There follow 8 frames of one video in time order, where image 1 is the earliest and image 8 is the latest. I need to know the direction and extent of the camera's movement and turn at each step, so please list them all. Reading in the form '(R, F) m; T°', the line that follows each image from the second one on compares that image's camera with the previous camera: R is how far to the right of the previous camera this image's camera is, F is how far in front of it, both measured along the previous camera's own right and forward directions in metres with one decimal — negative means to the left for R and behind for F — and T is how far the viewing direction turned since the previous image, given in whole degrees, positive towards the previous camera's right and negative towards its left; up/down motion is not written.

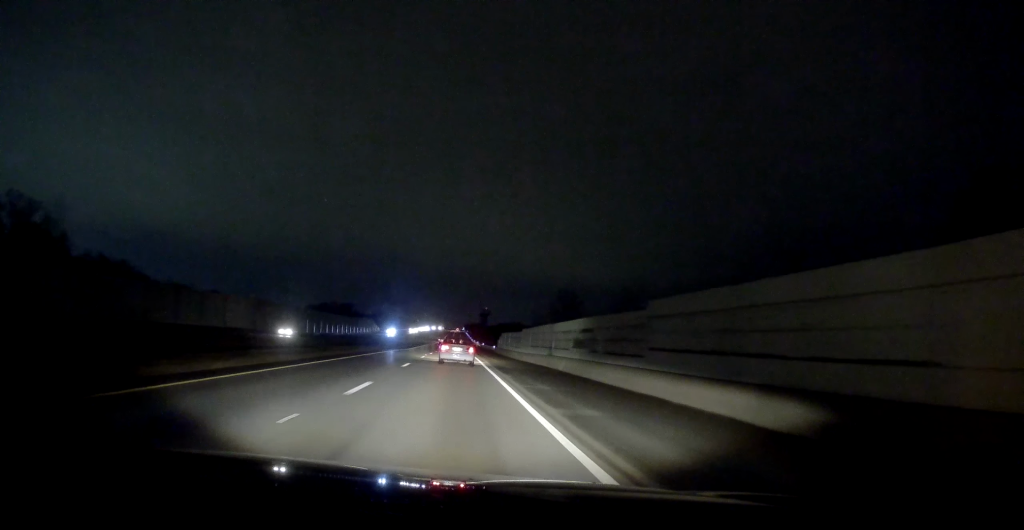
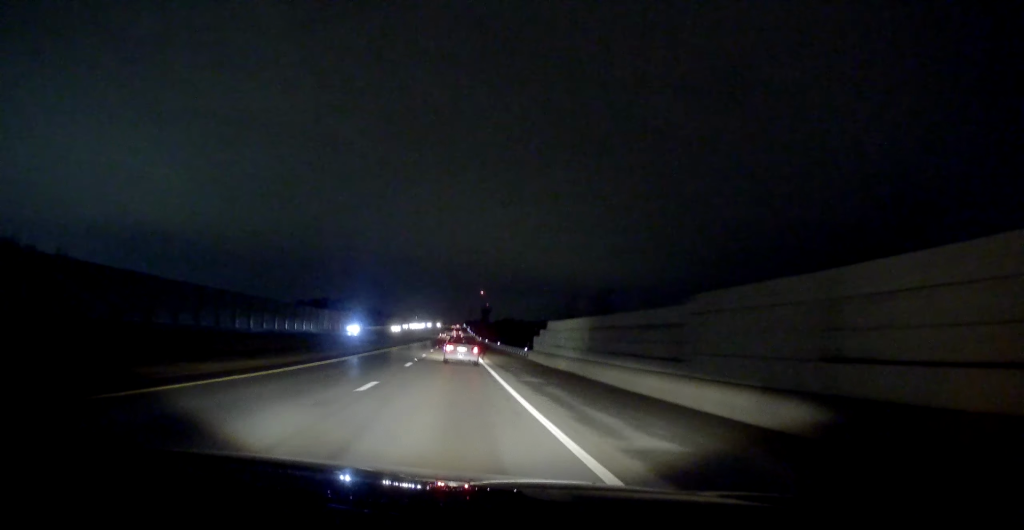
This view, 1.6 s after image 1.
(+0.7, +47.3) m; 0°
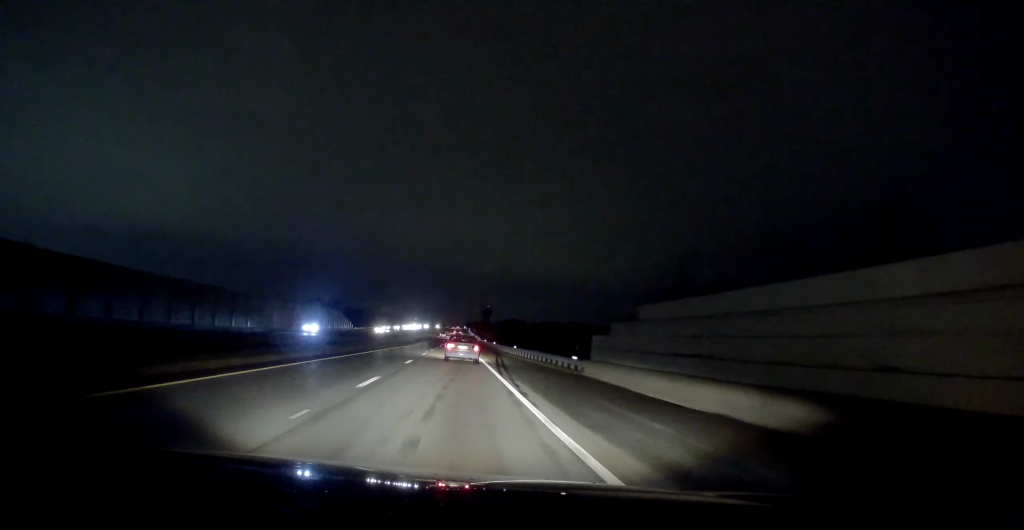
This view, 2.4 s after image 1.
(-0.6, +23.4) m; -1°
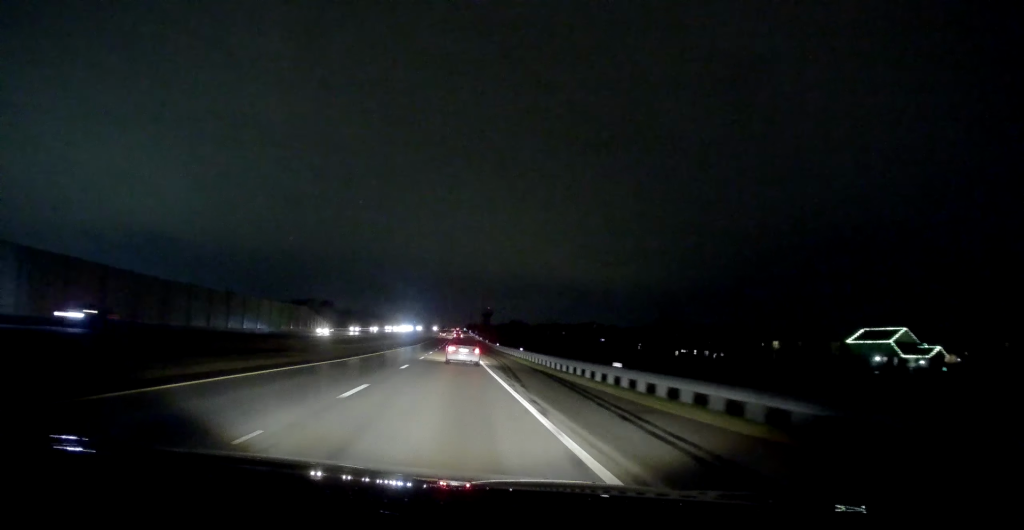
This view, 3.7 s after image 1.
(+0.6, +38.2) m; +1°
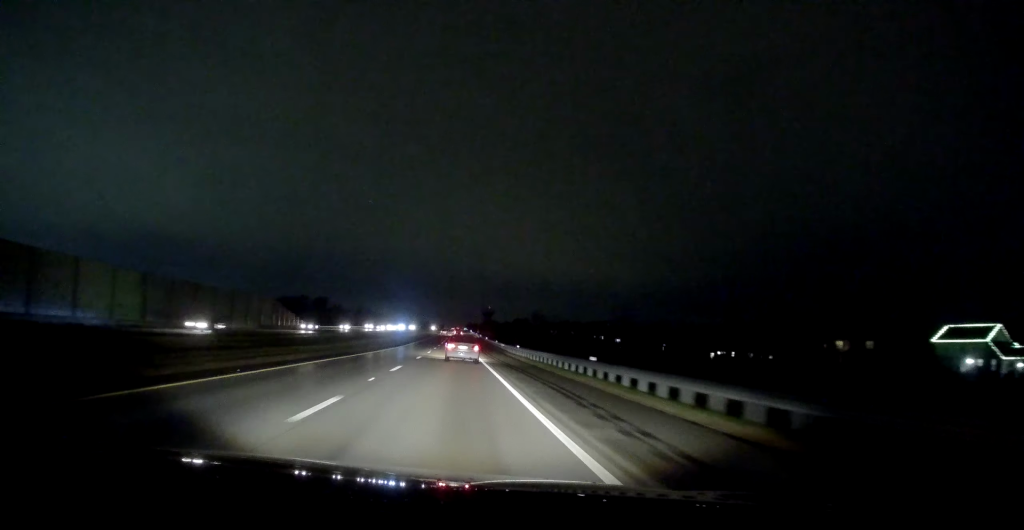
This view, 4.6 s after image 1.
(0.0, +27.5) m; 0°
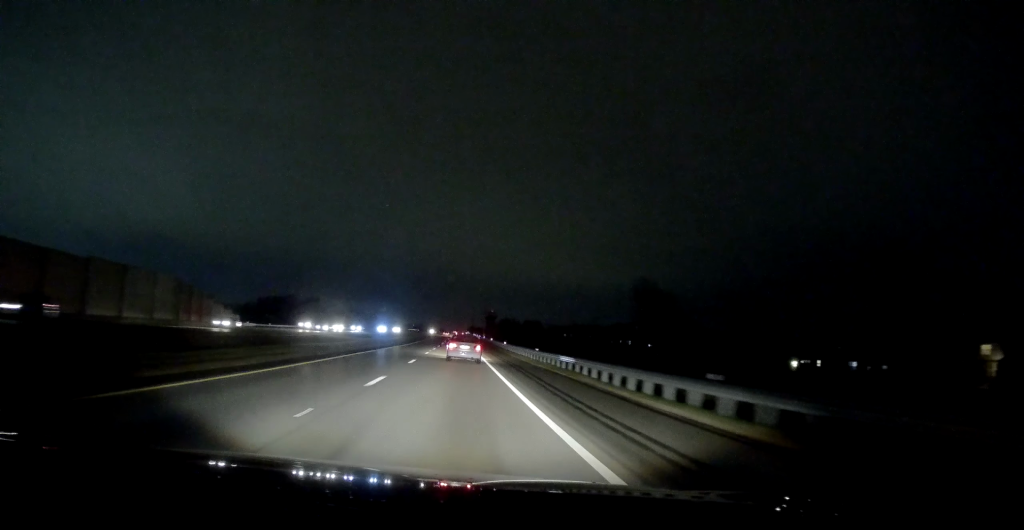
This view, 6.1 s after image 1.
(-0.6, +42.2) m; -1°
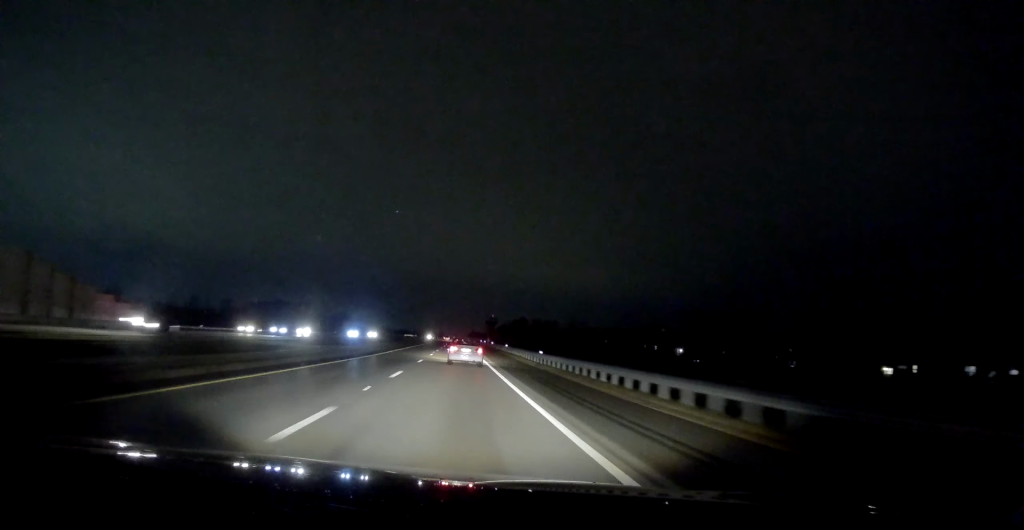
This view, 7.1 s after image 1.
(+0.3, +31.4) m; 0°
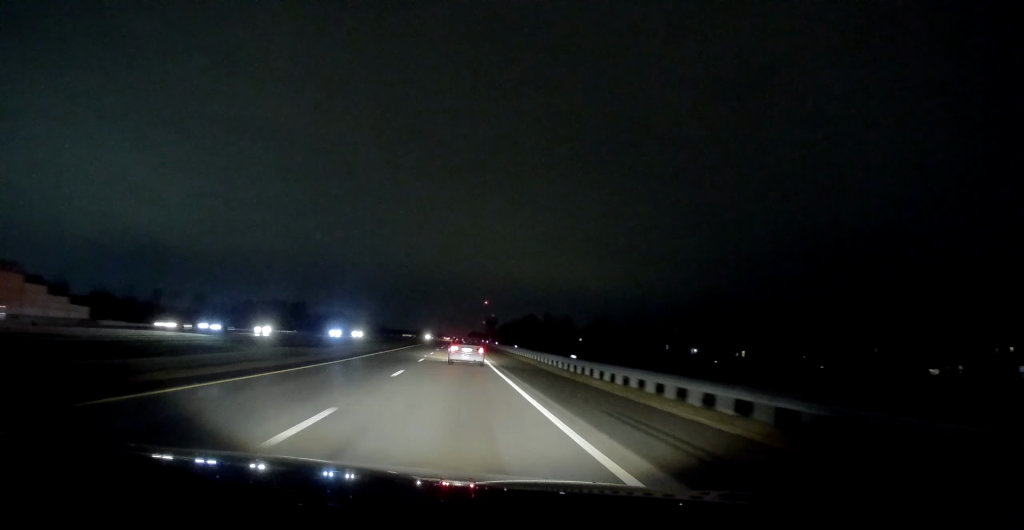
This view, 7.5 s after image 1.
(-0.1, +11.8) m; 0°
